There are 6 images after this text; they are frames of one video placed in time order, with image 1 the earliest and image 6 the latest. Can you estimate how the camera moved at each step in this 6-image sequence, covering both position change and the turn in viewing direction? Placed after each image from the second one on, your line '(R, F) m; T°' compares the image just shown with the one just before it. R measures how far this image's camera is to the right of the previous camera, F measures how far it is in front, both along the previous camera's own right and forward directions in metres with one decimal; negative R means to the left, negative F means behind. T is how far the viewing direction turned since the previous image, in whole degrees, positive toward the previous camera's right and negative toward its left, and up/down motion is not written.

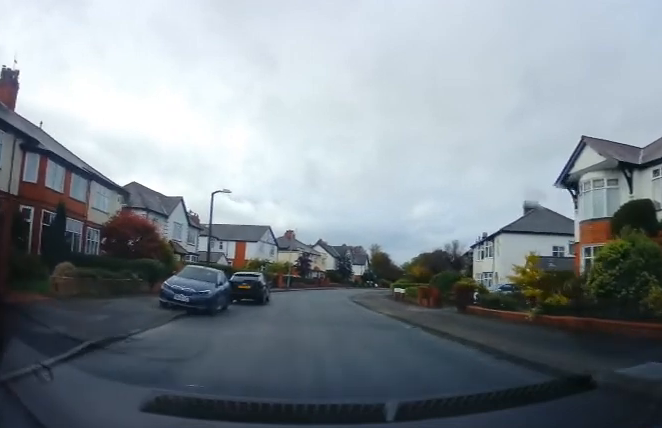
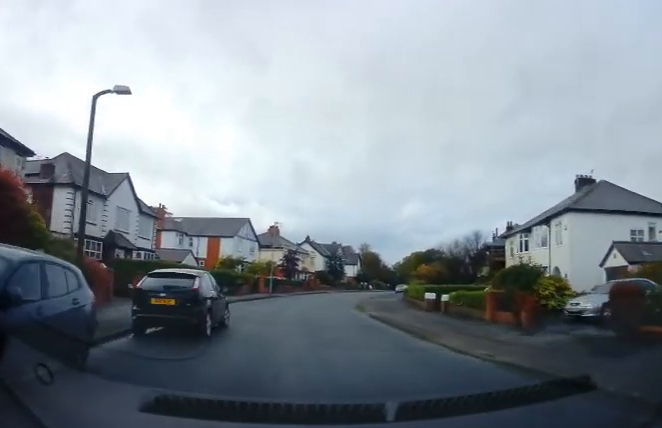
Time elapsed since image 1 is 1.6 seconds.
(0.0, +11.6) m; 0°
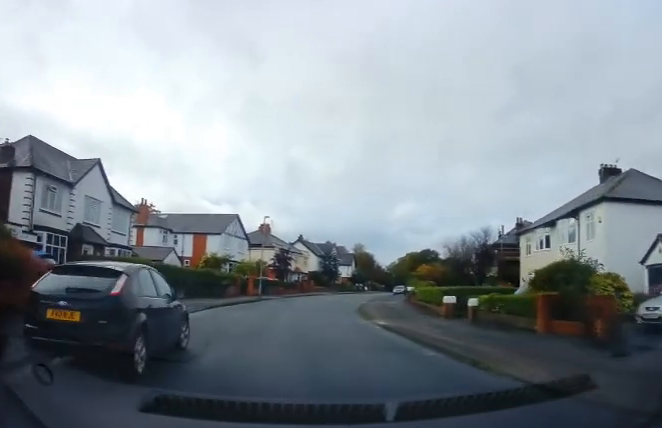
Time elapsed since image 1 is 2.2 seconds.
(0.0, +4.3) m; 0°
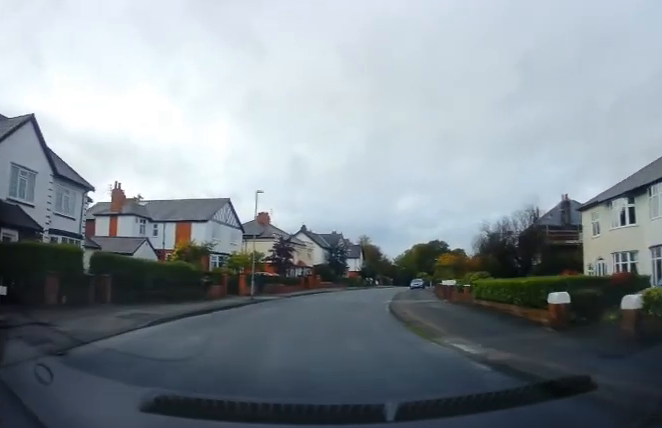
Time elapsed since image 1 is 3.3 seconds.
(0.0, +8.4) m; 0°
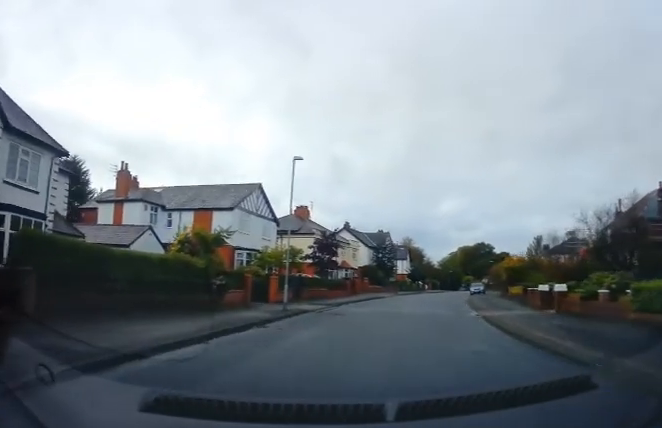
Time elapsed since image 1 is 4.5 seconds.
(0.0, +7.8) m; 0°
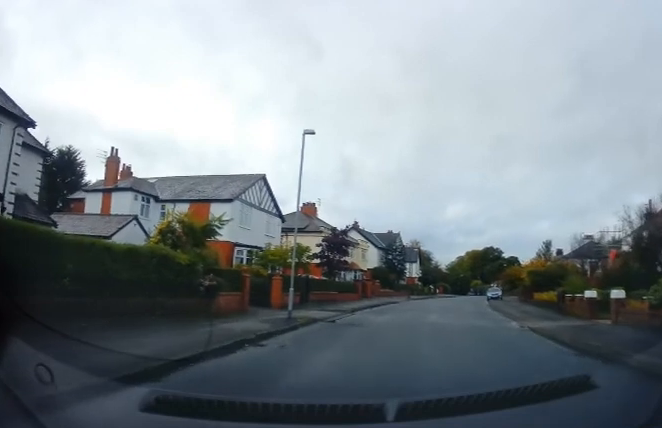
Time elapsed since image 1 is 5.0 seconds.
(0.0, +3.8) m; +3°
